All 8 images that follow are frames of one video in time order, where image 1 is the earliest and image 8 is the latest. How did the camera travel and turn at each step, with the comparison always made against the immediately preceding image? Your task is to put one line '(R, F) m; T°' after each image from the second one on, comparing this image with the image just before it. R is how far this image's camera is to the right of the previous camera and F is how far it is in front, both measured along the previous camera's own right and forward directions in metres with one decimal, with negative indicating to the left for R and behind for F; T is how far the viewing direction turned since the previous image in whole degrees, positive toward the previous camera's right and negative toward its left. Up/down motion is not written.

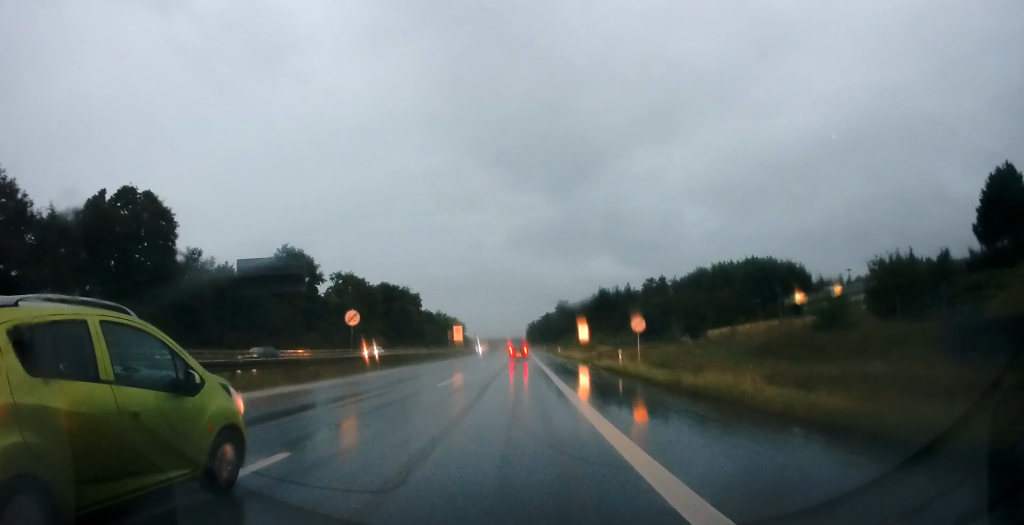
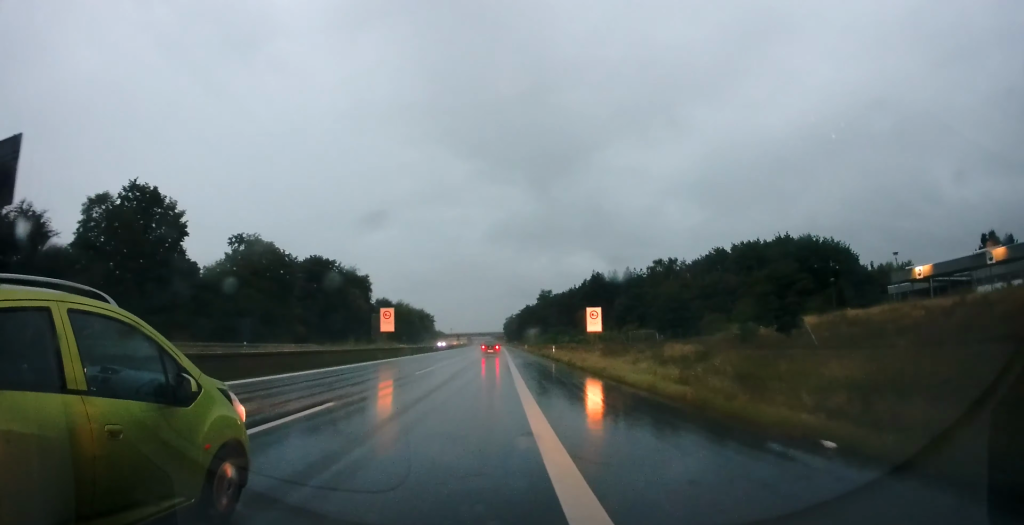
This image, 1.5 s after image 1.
(+0.3, +31.6) m; +1°
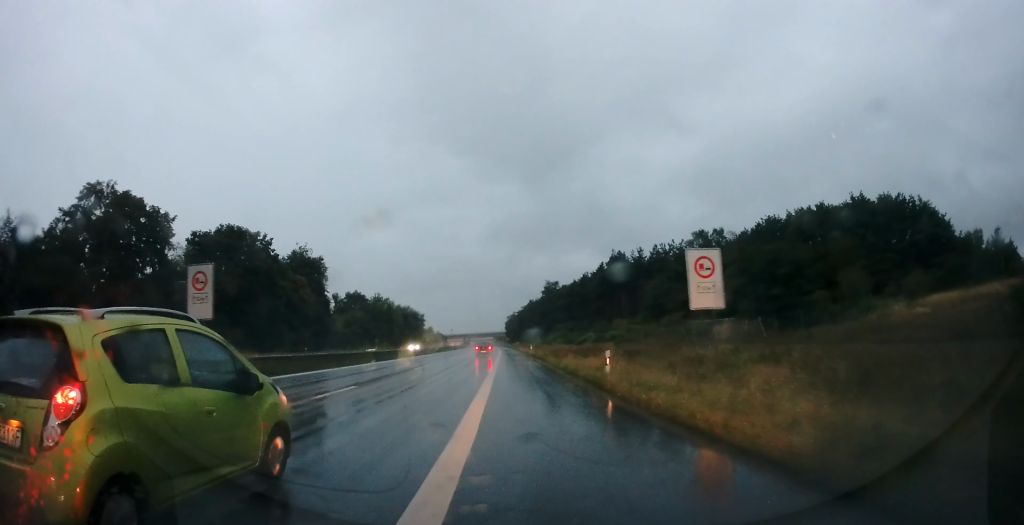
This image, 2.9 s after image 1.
(+0.3, +30.2) m; 0°
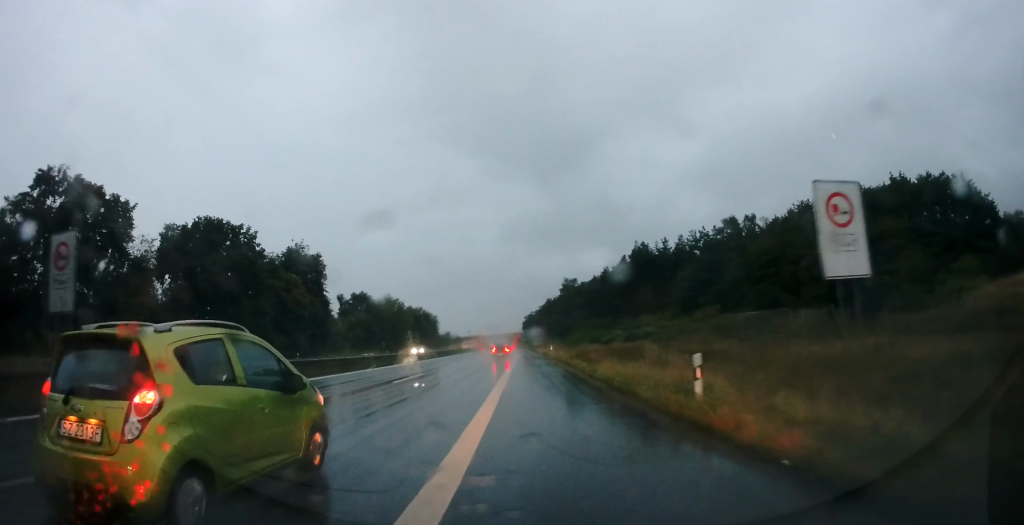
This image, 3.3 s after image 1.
(0.0, +8.1) m; 0°
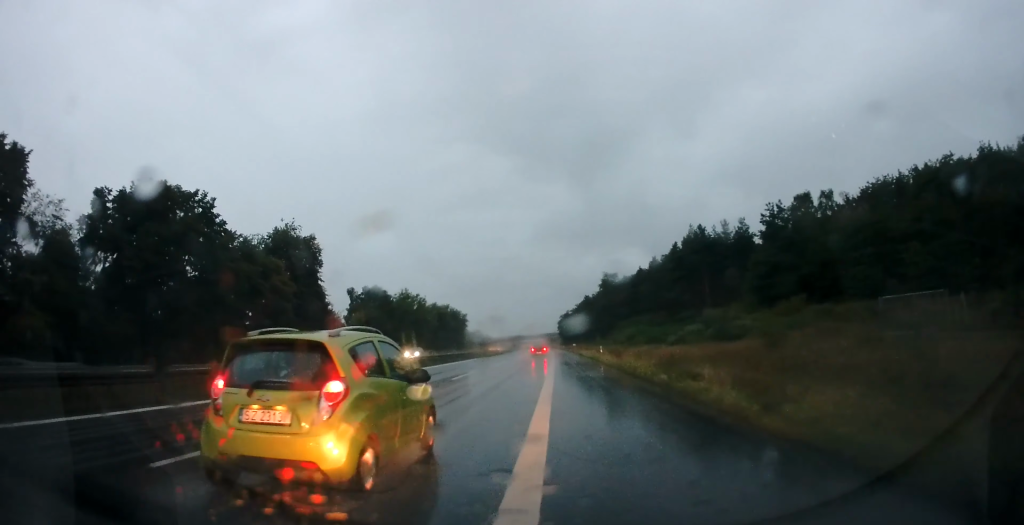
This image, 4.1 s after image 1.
(-0.1, +15.5) m; -2°
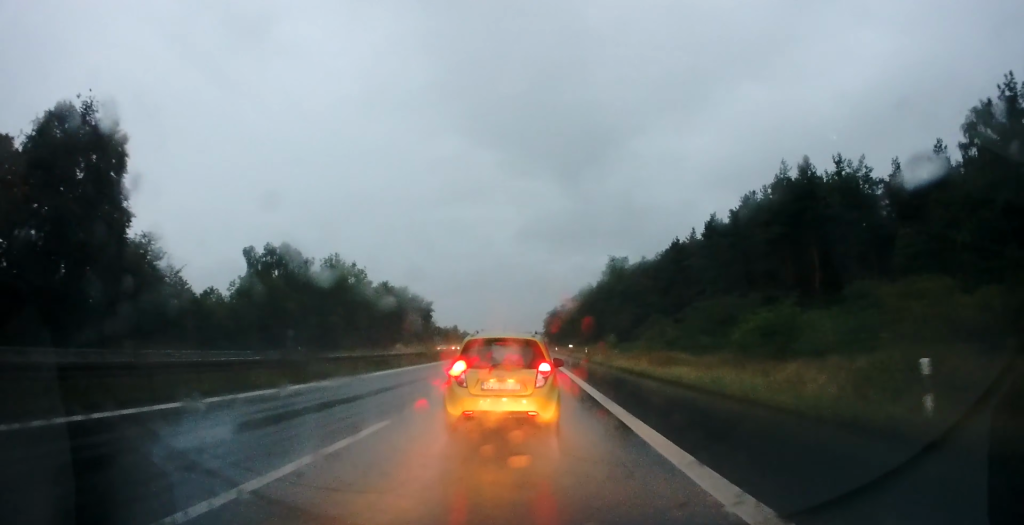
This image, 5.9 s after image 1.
(-1.7, +37.6) m; -2°
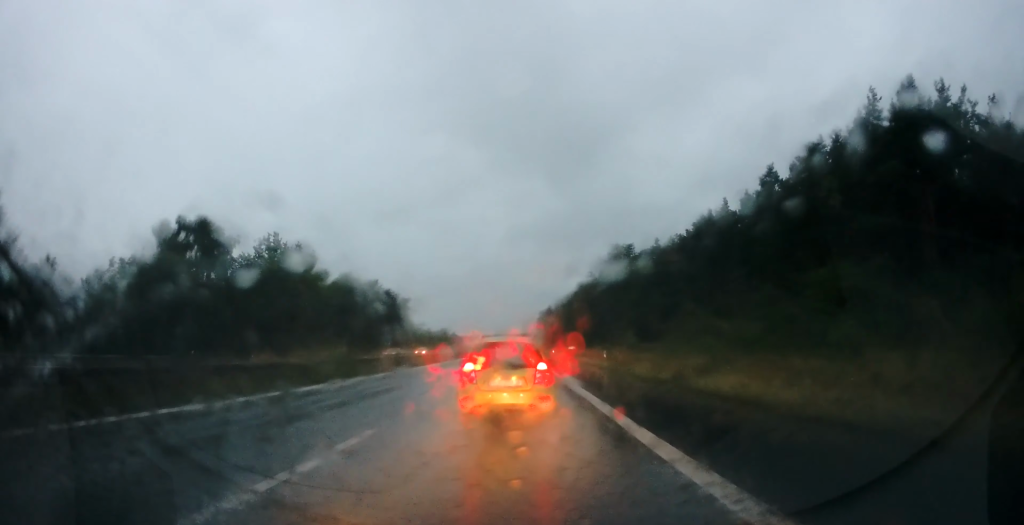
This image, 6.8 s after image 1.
(+0.4, +18.3) m; +2°
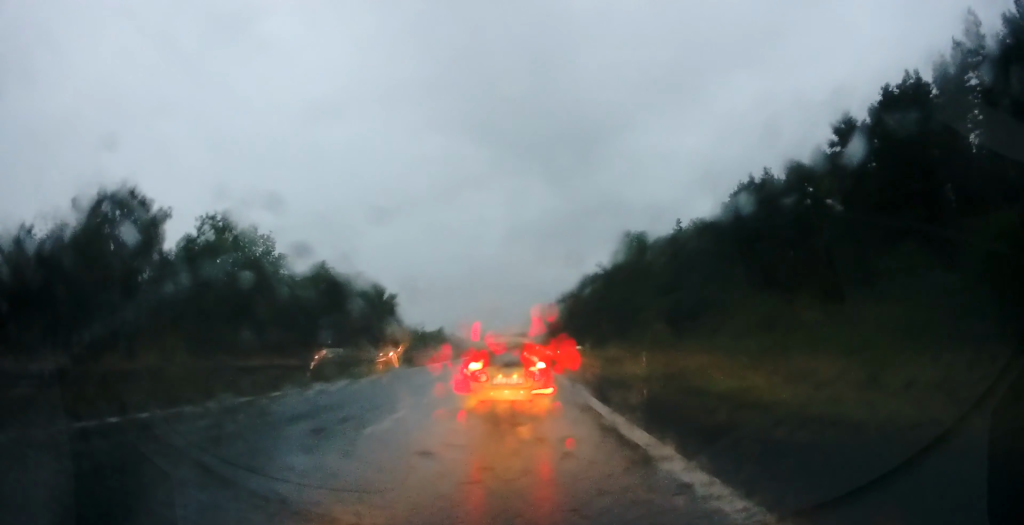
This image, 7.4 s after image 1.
(+0.3, +12.3) m; 0°
